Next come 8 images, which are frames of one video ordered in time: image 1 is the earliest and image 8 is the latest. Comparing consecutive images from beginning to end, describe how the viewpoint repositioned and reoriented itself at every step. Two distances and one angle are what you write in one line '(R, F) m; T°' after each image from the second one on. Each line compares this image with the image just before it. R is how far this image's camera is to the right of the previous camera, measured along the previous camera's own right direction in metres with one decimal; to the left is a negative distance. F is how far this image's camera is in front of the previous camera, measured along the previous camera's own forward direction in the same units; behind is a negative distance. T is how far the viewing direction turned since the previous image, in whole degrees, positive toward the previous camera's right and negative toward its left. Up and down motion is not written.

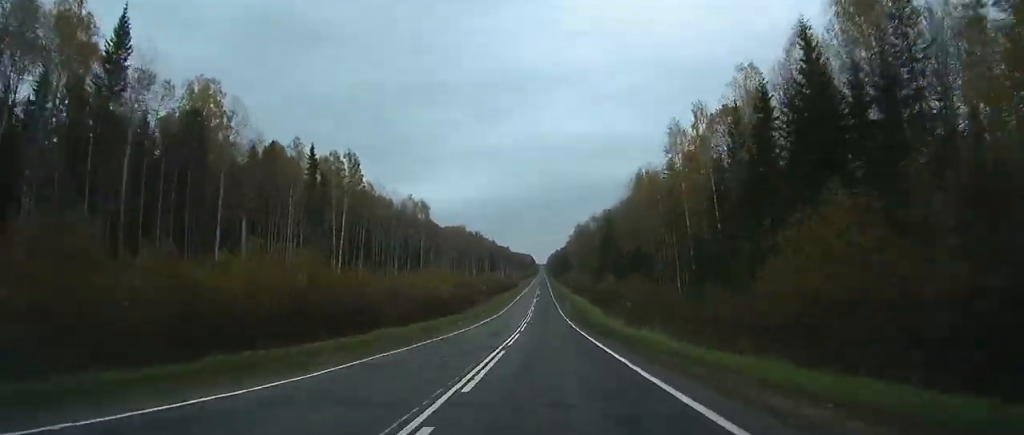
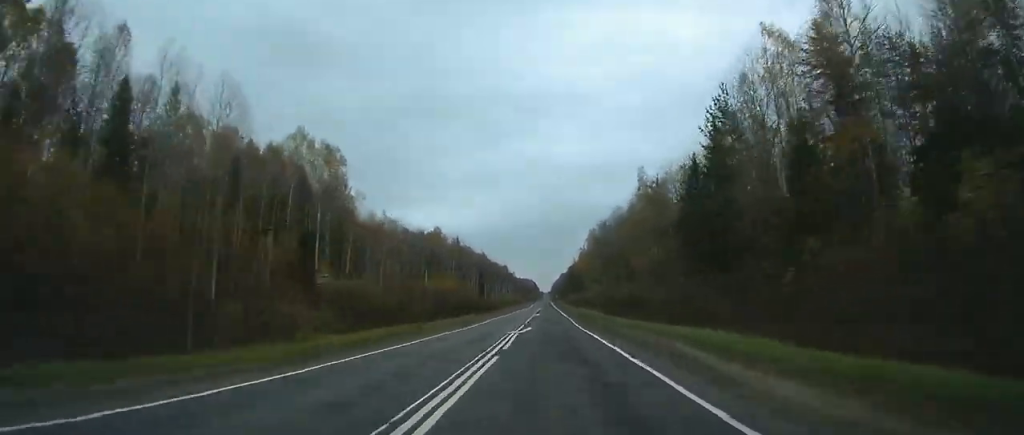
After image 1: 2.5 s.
(-0.2, +77.2) m; 0°
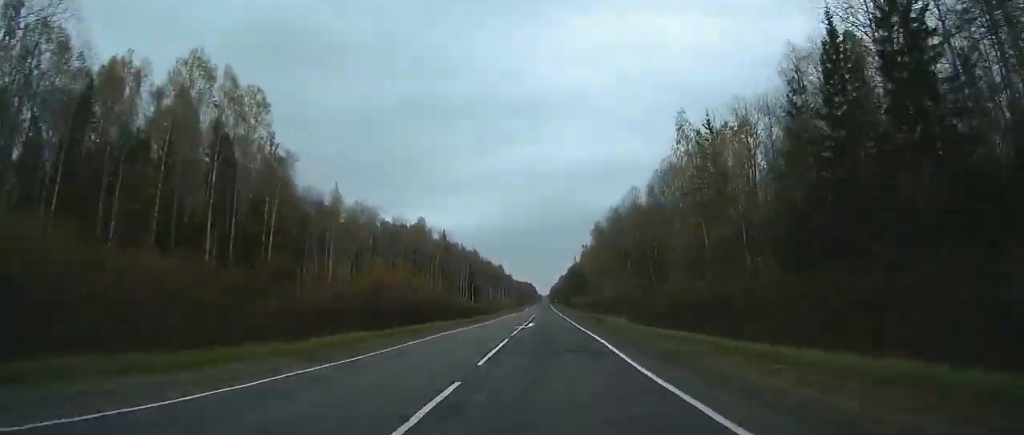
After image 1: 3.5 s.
(+0.1, +28.2) m; +5°
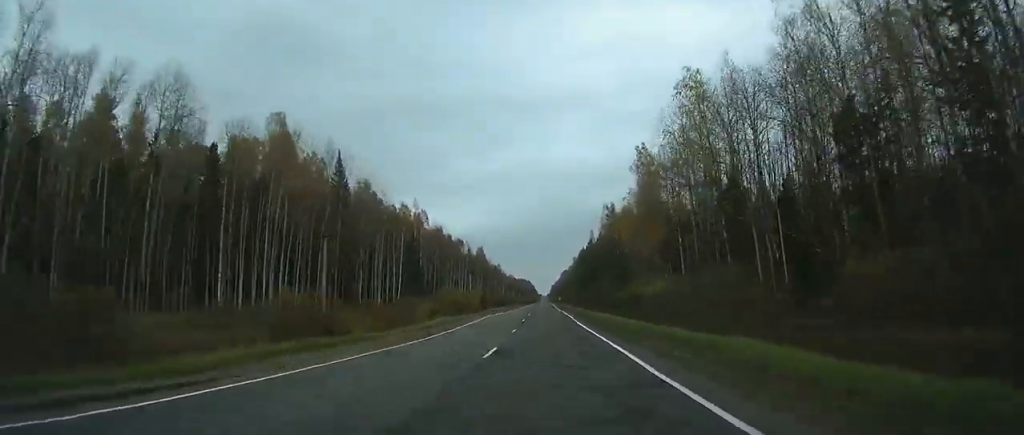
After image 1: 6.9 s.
(+9.3, +97.8) m; -6°
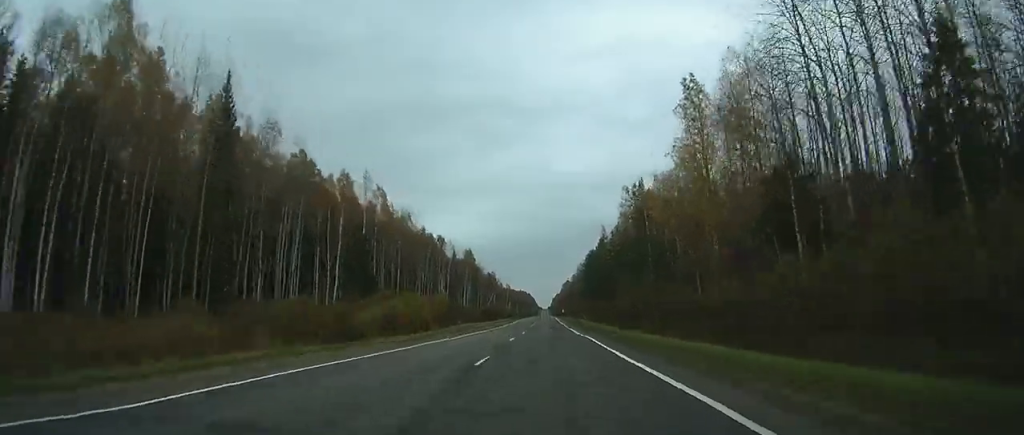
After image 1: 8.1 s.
(-12.2, +34.4) m; -6°
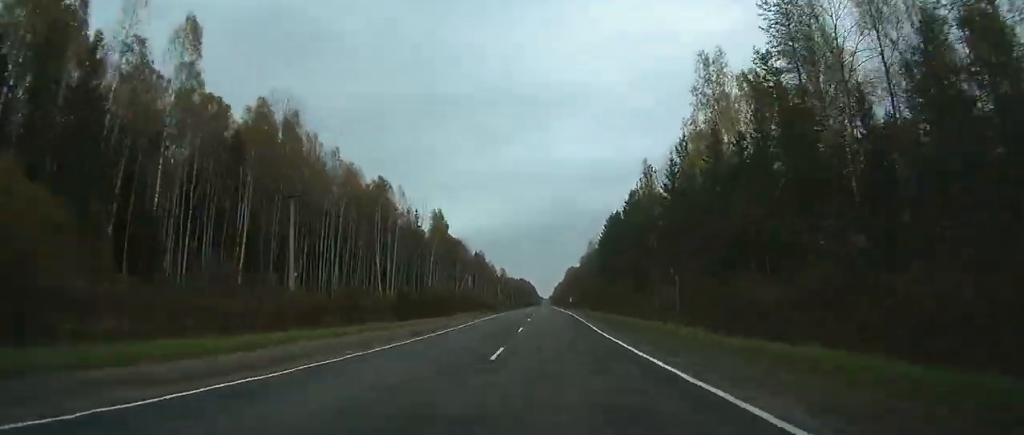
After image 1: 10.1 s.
(+4.7, +61.5) m; +6°
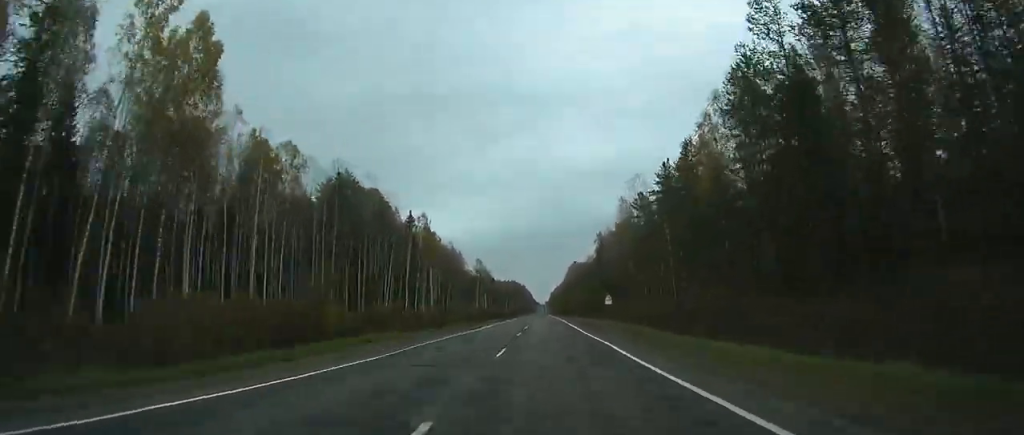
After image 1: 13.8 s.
(+4.0, +109.5) m; +2°
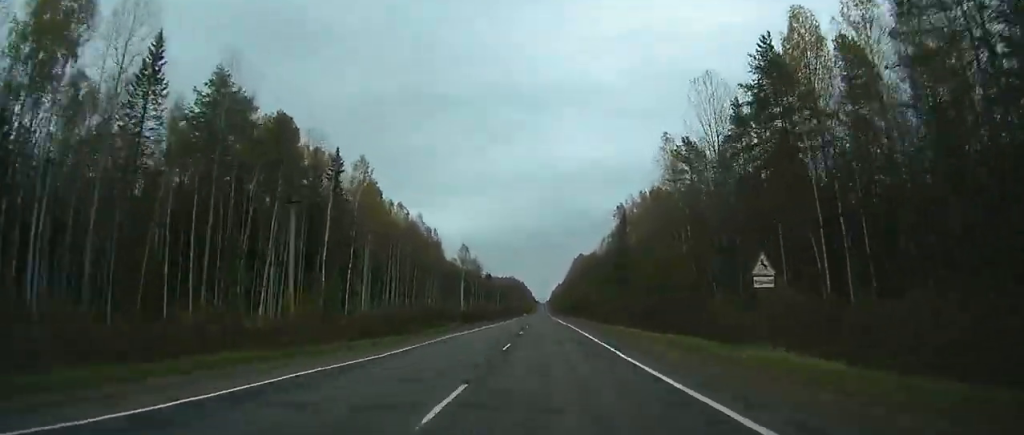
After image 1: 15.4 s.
(0.0, +43.2) m; 0°
